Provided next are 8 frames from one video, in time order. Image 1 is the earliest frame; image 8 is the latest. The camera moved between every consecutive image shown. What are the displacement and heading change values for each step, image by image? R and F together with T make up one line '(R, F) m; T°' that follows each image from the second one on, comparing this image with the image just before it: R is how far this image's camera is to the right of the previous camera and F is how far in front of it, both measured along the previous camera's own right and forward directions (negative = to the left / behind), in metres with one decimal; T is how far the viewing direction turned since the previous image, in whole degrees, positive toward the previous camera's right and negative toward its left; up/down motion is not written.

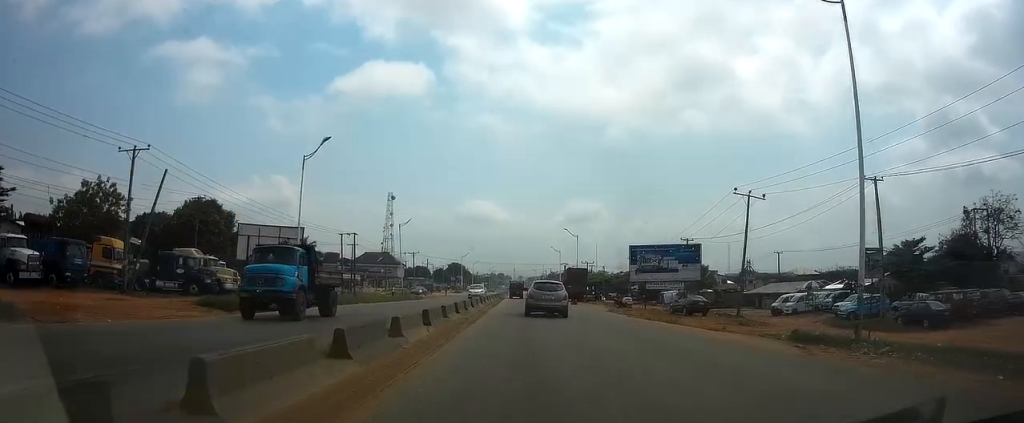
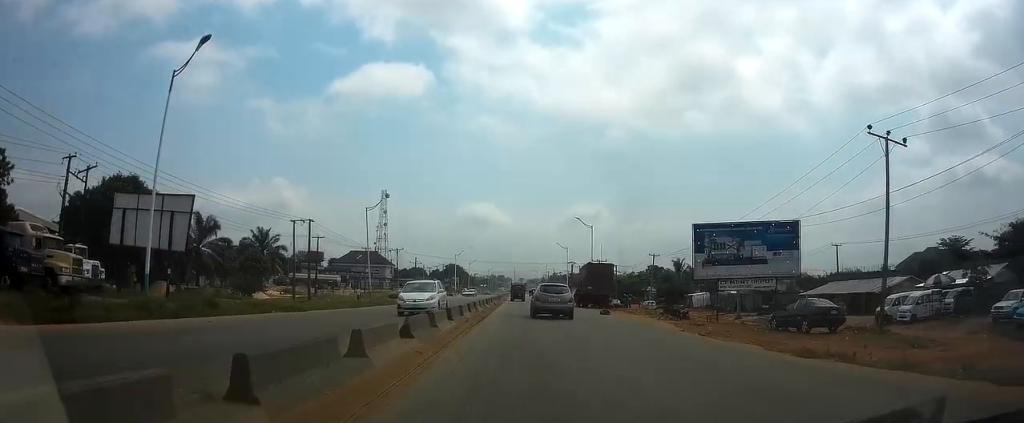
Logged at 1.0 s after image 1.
(0.0, +17.6) m; 0°
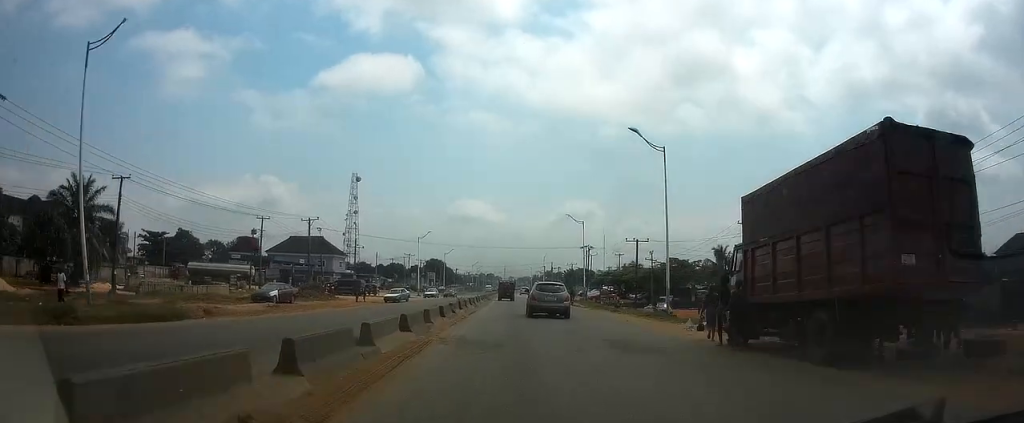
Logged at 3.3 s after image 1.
(+0.3, +42.0) m; 0°
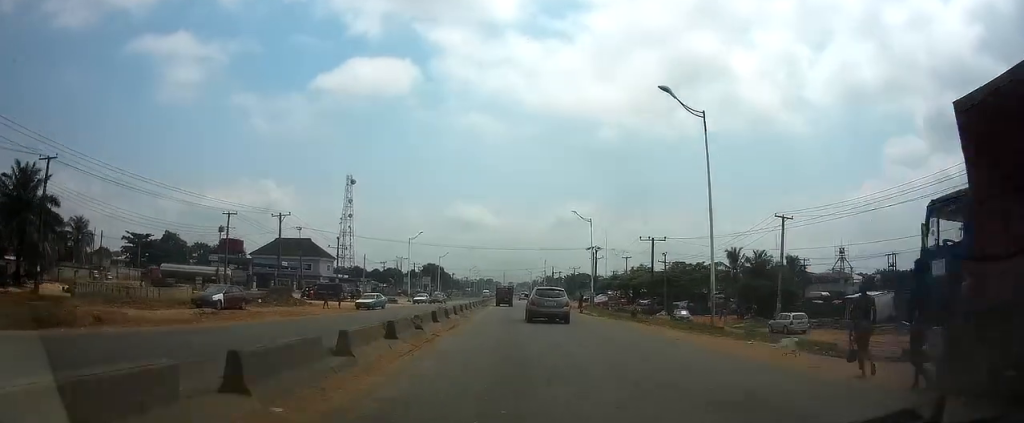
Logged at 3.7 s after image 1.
(0.0, +8.4) m; 0°
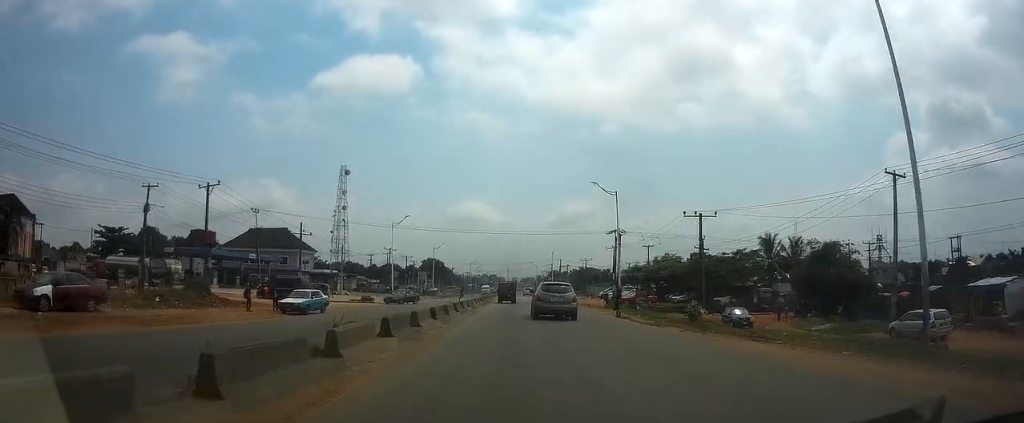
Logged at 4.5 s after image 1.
(0.0, +15.0) m; 0°
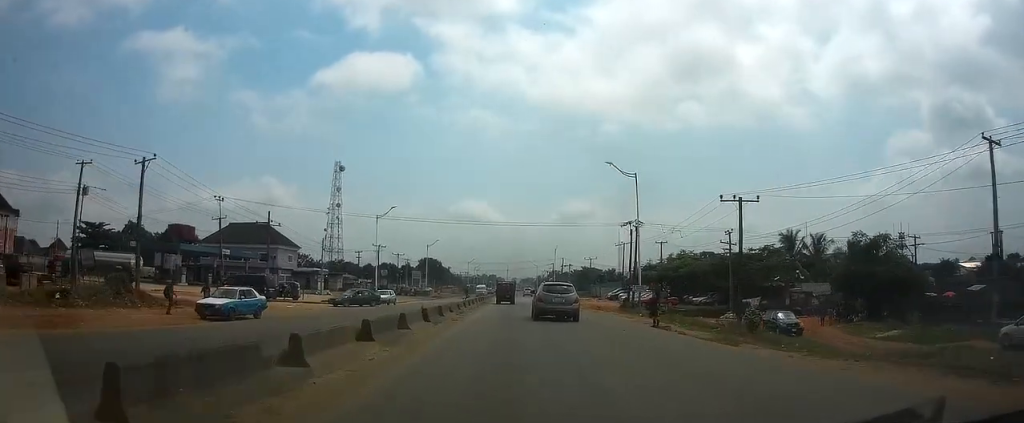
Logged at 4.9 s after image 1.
(0.0, +8.7) m; 0°
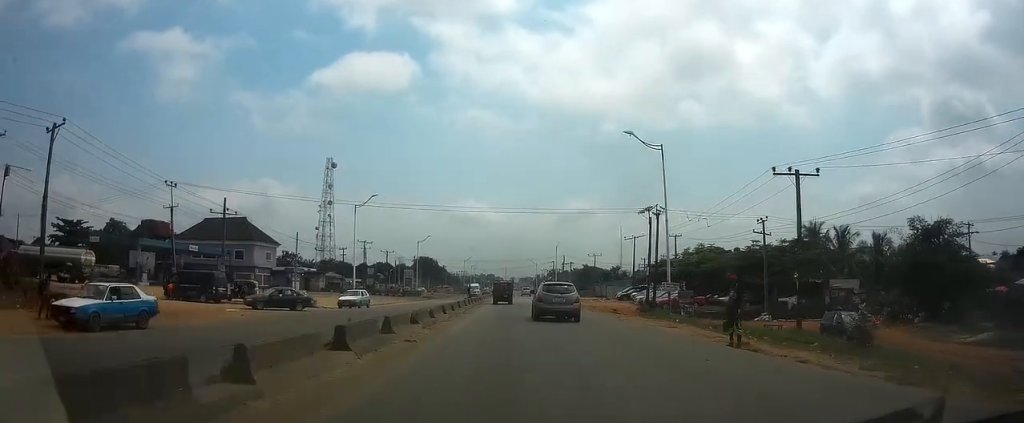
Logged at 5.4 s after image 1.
(0.0, +8.9) m; 0°
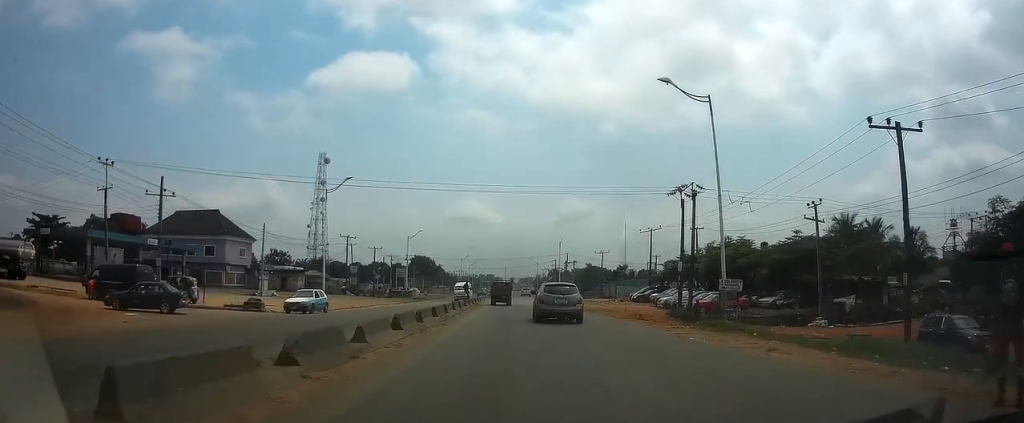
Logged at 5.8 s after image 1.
(0.0, +9.7) m; 0°
